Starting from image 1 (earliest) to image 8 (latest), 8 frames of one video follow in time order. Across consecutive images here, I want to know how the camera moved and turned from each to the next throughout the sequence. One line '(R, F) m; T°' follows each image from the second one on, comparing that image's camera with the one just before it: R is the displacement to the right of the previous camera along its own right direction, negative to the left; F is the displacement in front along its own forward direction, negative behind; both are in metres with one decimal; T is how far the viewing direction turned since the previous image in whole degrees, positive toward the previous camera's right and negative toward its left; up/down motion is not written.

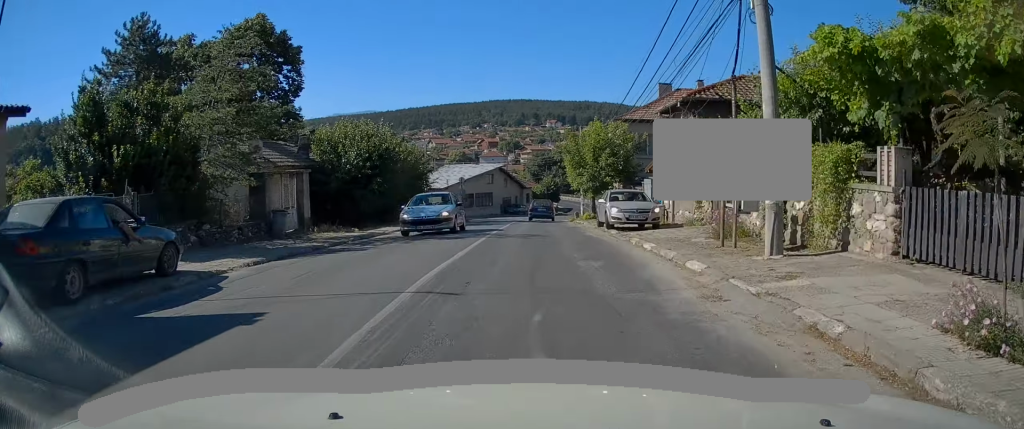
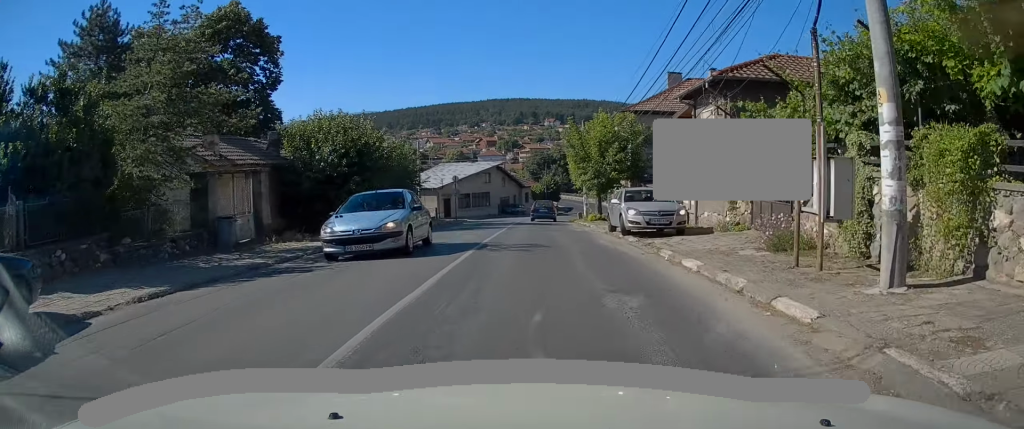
(+0.1, +3.5) m; +1°
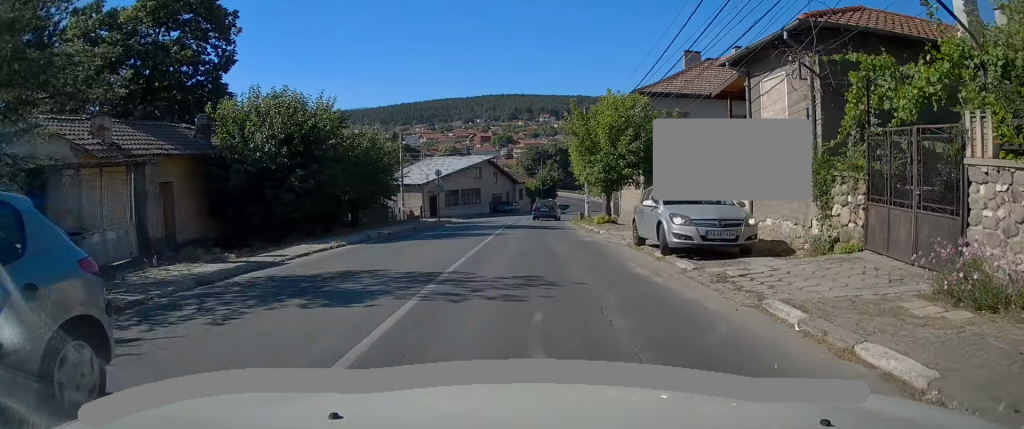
(+0.1, +5.8) m; 0°
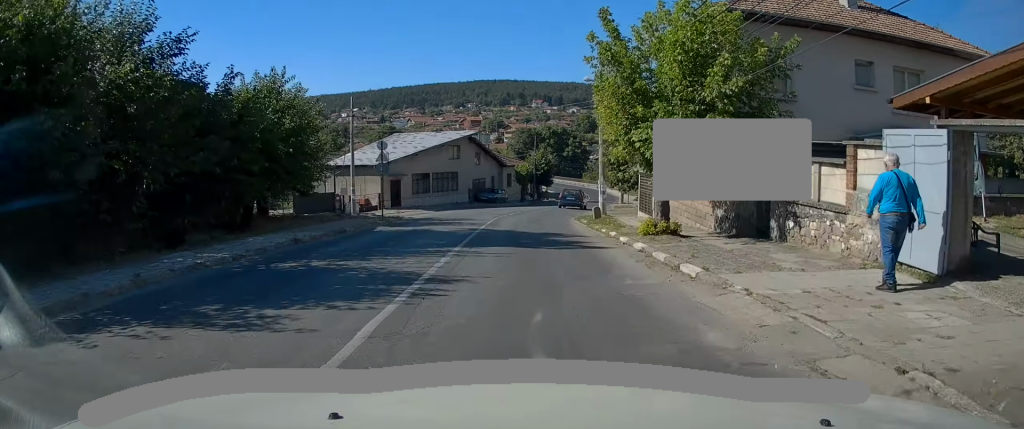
(-0.2, +13.0) m; -1°
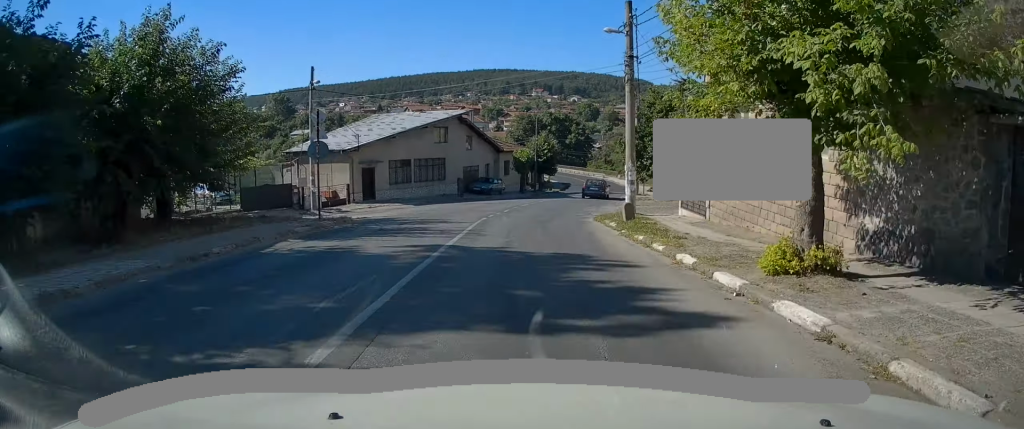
(+0.1, +7.9) m; +1°
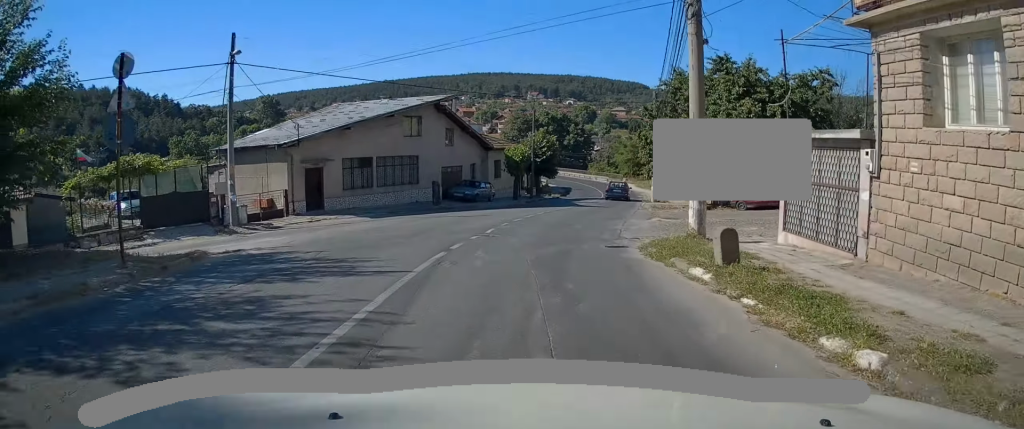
(0.0, +9.2) m; +1°
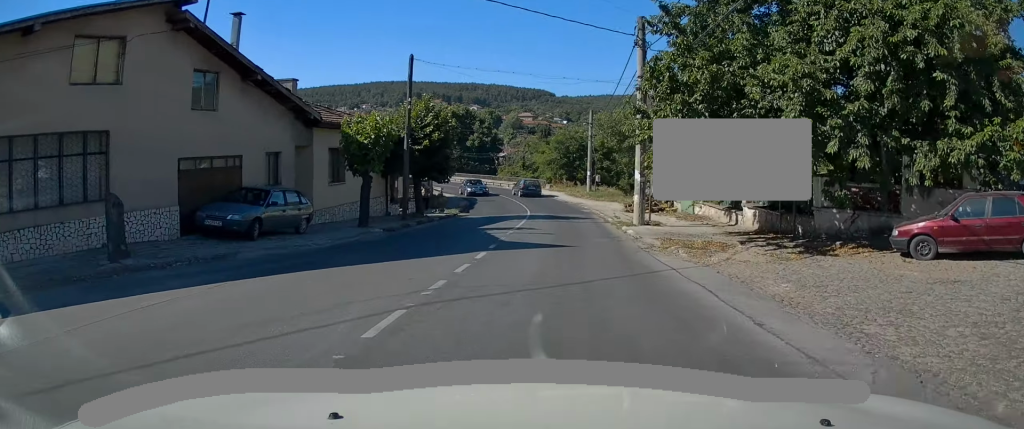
(+1.0, +21.3) m; +9°
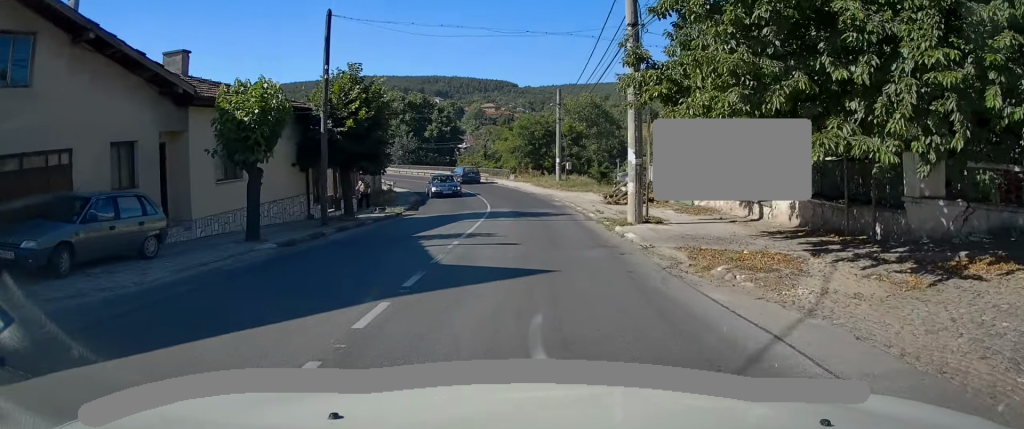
(+0.3, +6.0) m; +3°
